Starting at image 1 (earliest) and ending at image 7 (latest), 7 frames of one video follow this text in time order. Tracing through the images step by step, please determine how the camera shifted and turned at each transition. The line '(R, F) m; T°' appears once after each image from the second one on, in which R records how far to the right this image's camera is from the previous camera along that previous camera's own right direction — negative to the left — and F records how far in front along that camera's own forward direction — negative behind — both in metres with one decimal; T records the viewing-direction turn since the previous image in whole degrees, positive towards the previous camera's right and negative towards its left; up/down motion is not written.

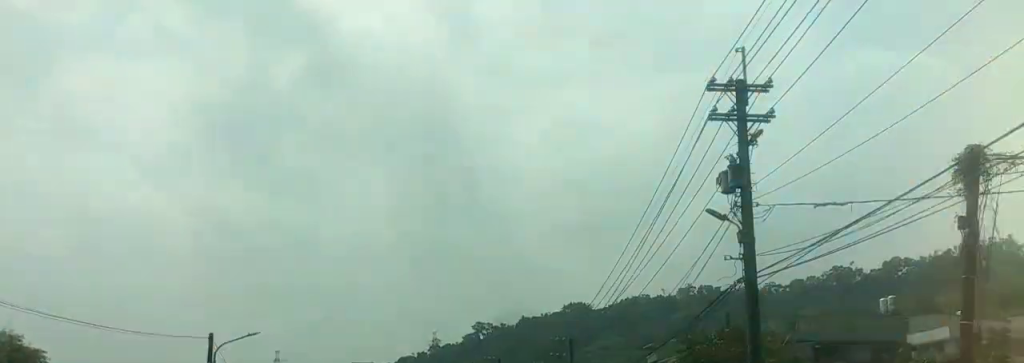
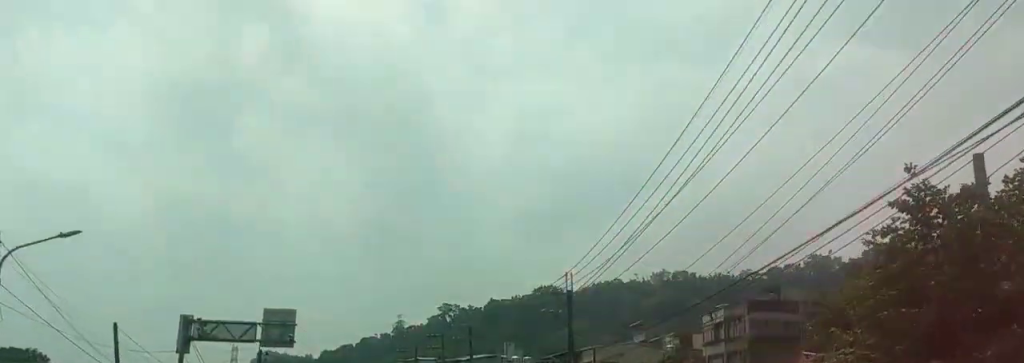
(0.0, +16.0) m; +1°
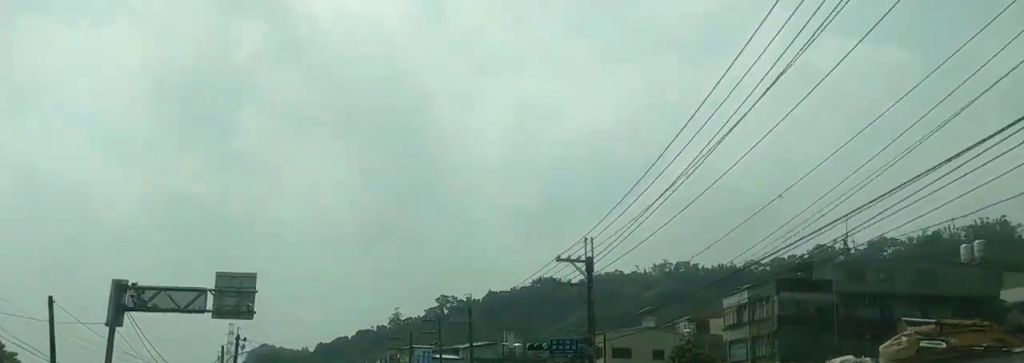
(0.0, +7.1) m; +1°
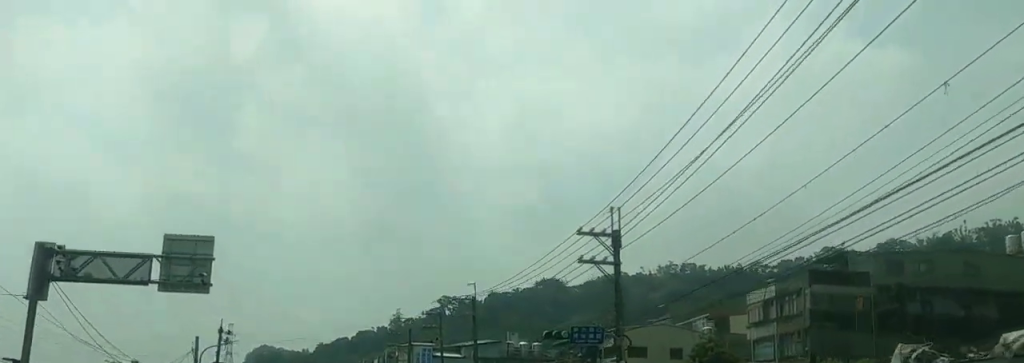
(0.0, +6.1) m; +2°
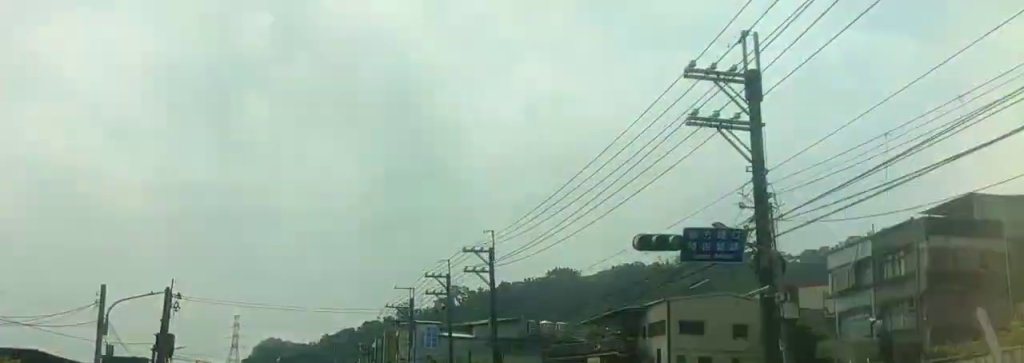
(+0.7, +14.1) m; +3°
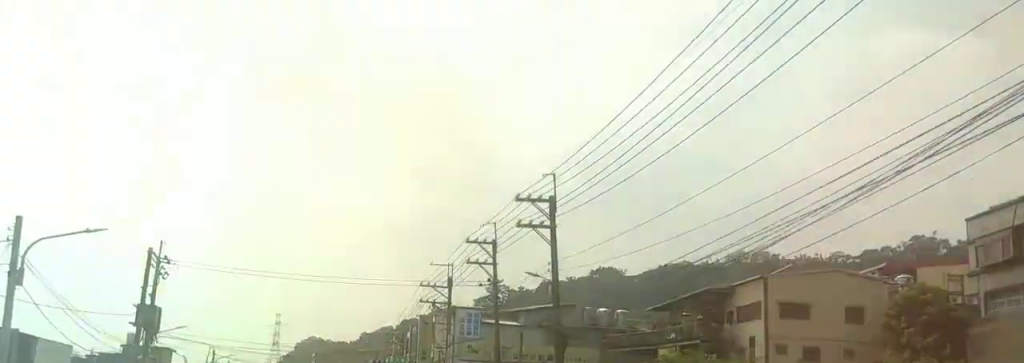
(-0.2, +10.4) m; -5°
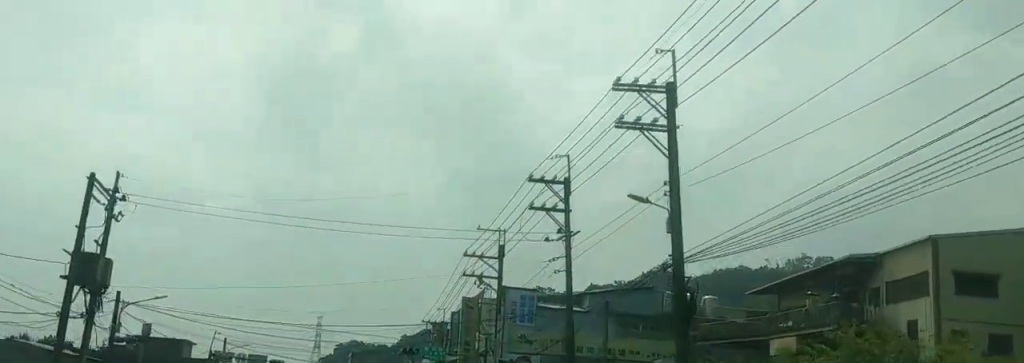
(-1.0, +11.7) m; -6°
